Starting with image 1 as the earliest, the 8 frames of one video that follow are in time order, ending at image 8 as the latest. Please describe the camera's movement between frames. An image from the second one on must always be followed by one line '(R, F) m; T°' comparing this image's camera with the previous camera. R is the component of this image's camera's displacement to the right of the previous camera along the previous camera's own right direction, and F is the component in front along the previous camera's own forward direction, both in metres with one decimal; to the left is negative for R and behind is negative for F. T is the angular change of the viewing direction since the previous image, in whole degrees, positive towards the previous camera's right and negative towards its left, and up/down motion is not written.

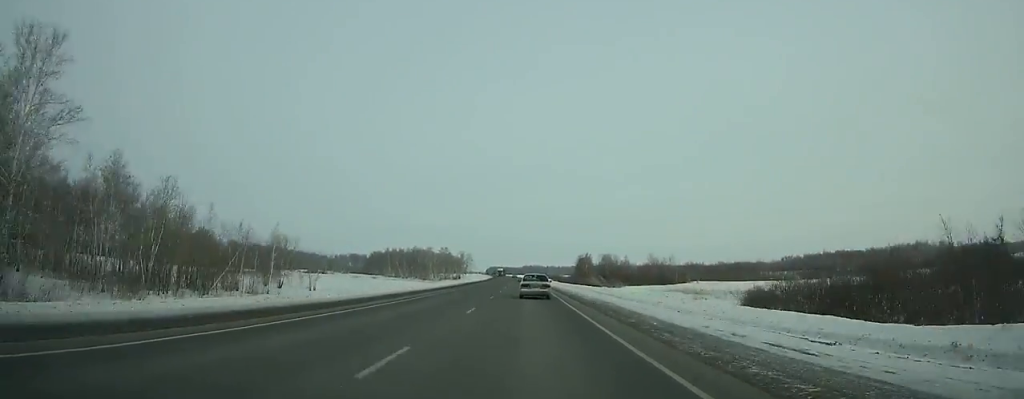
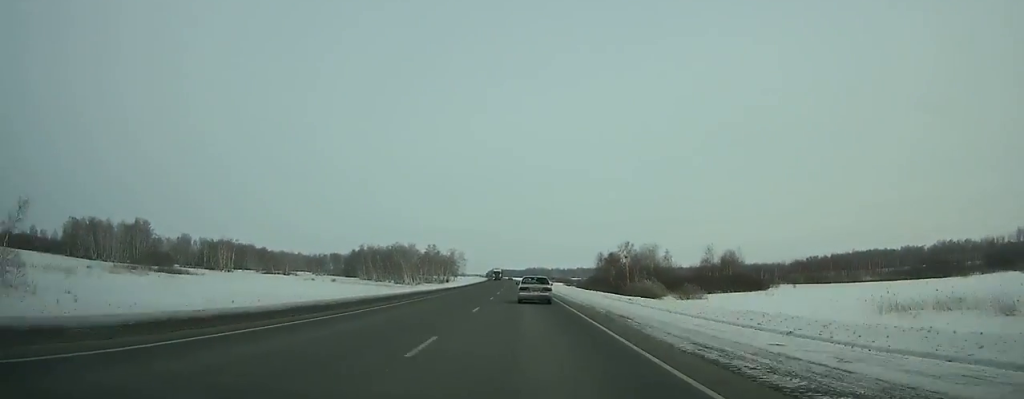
(-0.1, +60.0) m; -1°
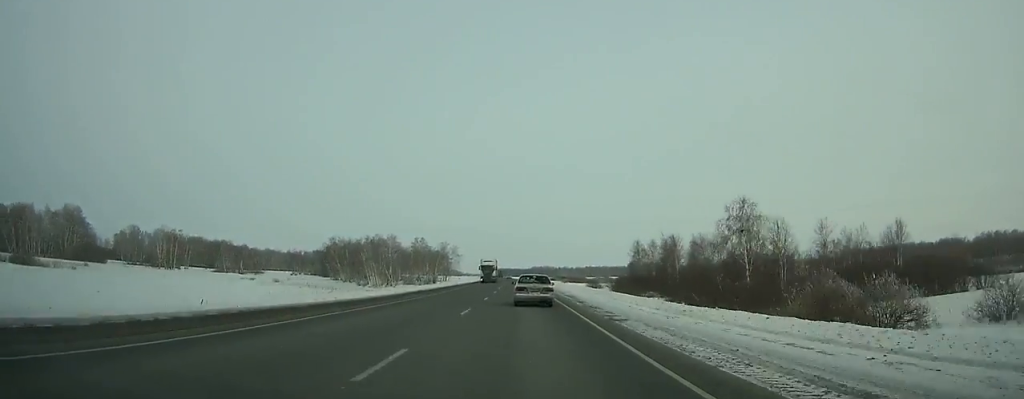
(-0.7, +52.4) m; -1°
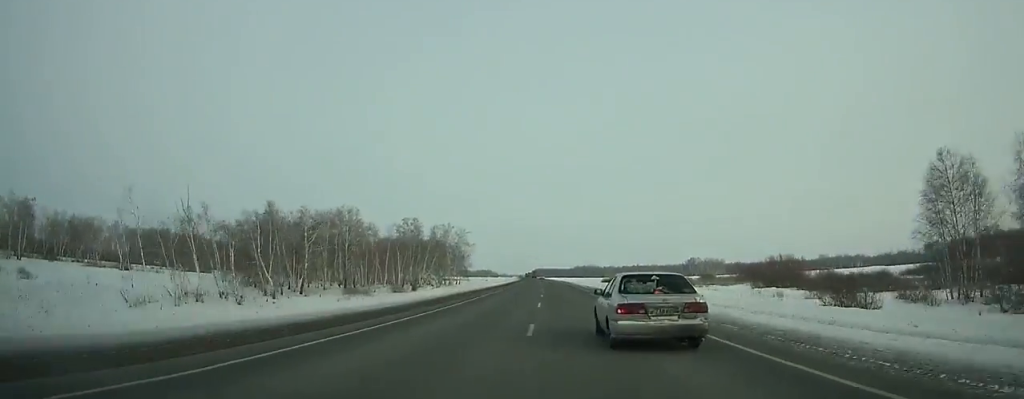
(-1.5, +92.5) m; -1°
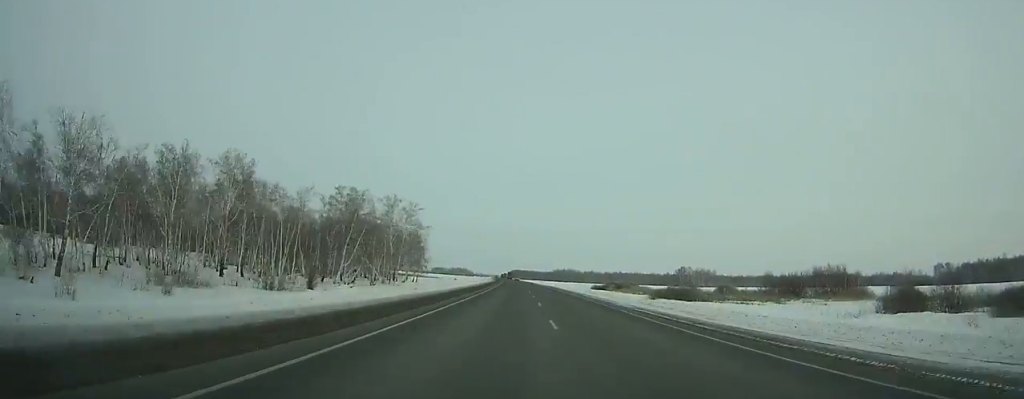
(-0.3, +45.8) m; 0°
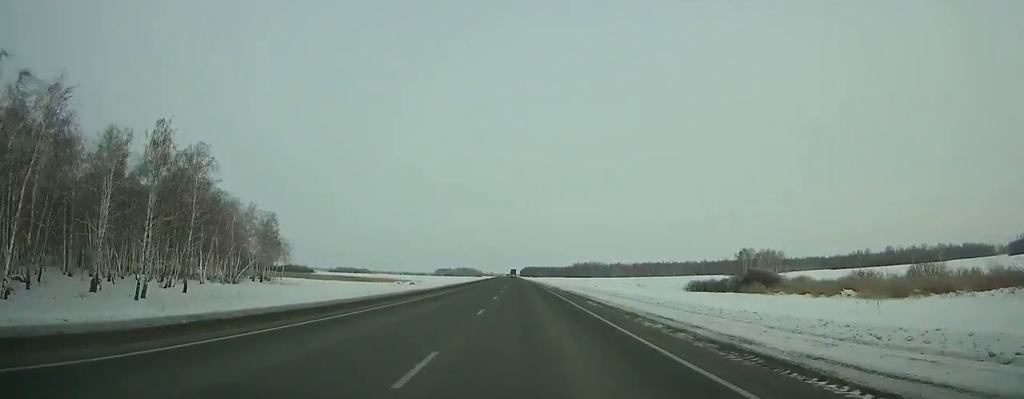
(-0.2, +129.3) m; -1°
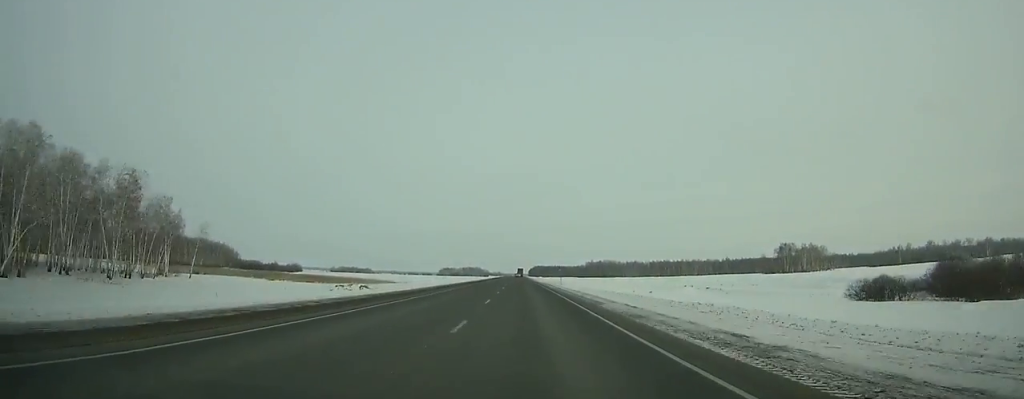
(-0.5, +54.4) m; -1°
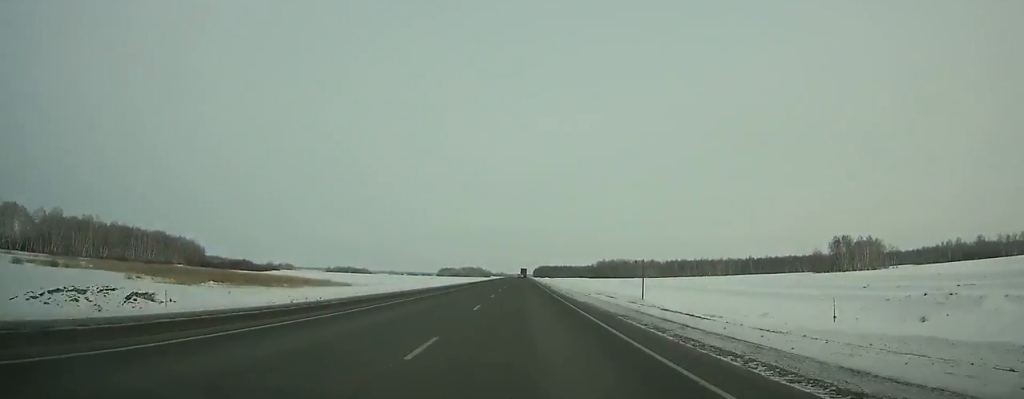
(-0.2, +64.6) m; 0°
